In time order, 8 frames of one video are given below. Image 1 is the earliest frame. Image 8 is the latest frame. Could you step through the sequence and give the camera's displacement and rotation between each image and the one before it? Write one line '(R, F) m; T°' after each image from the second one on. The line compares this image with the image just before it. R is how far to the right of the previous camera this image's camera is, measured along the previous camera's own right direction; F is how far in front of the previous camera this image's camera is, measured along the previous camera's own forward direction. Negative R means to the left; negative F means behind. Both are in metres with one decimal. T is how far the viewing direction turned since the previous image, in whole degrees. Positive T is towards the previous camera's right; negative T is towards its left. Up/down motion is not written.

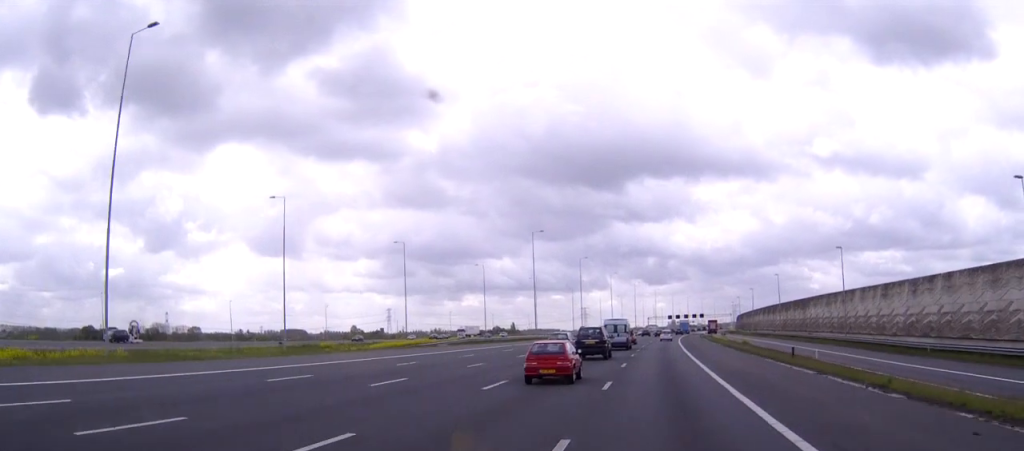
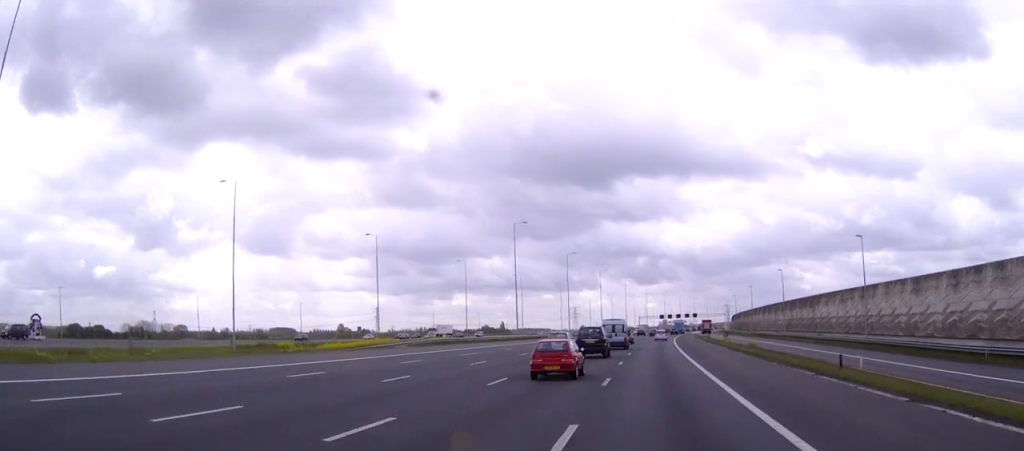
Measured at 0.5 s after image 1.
(0.0, +10.7) m; 0°
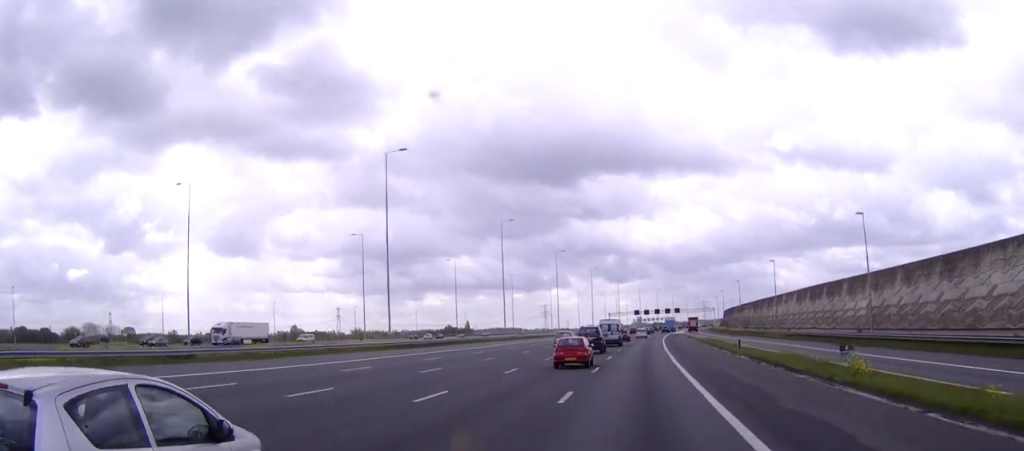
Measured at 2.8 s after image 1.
(+1.2, +52.9) m; +2°
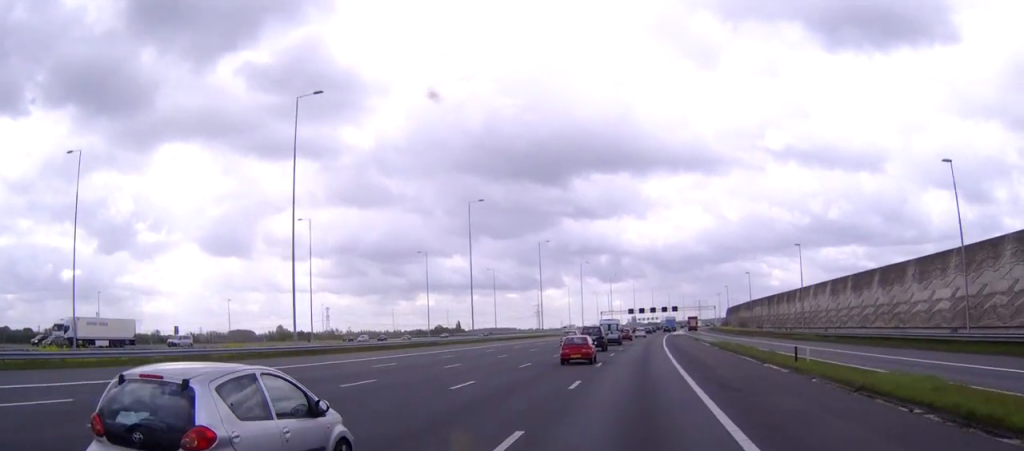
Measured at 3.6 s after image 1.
(+0.1, +19.9) m; 0°
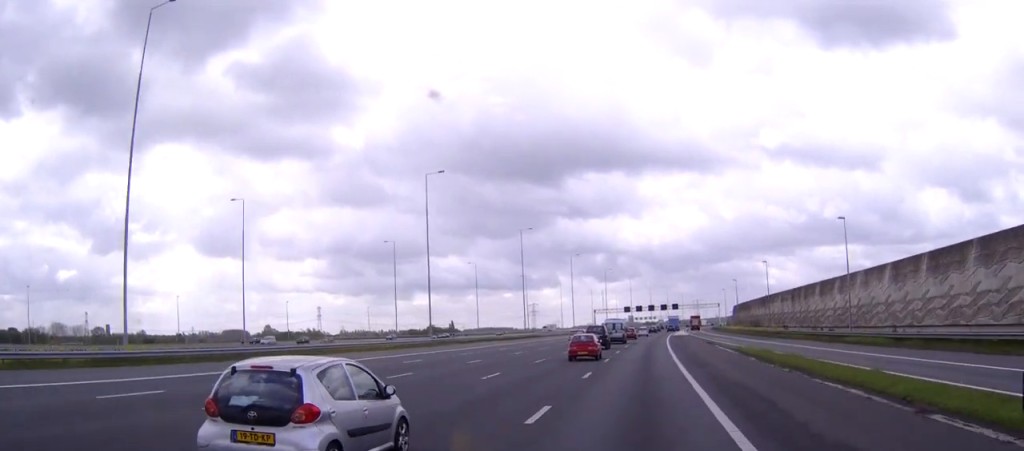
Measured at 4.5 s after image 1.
(0.0, +19.9) m; 0°
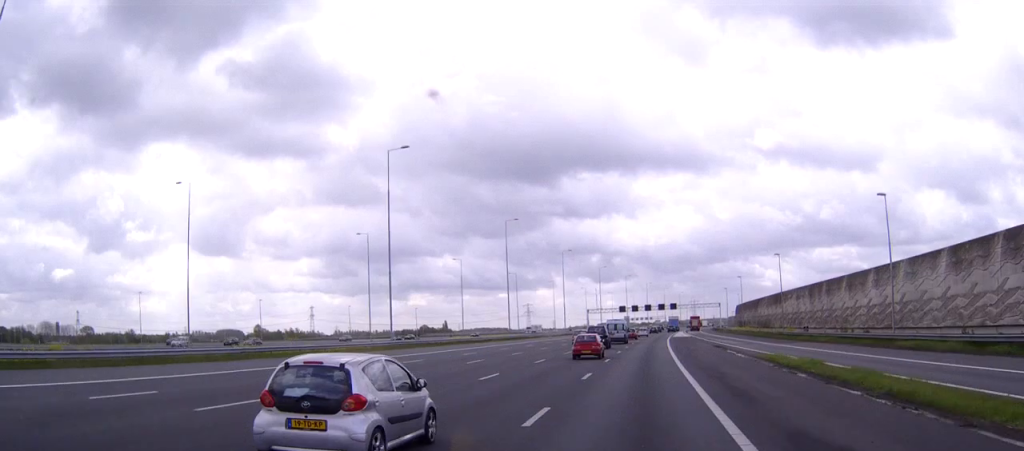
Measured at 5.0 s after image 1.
(+0.1, +12.3) m; 0°
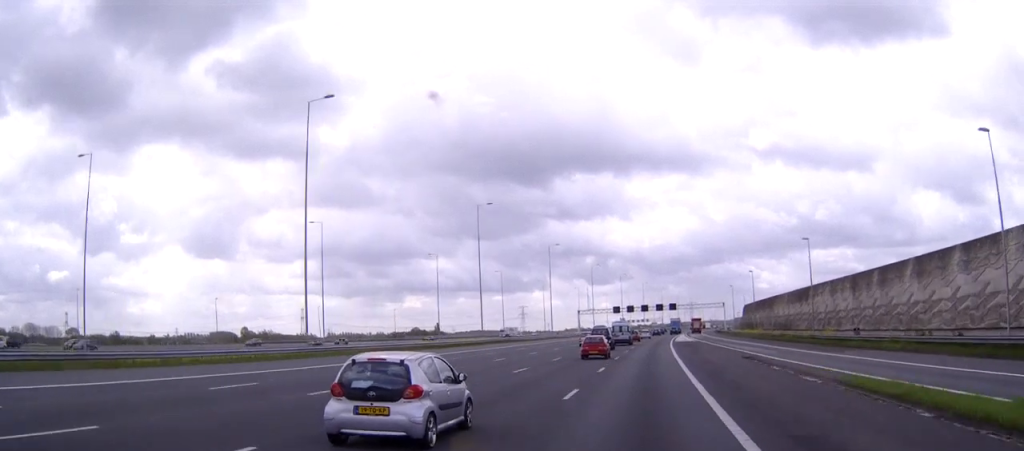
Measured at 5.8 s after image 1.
(+0.1, +18.4) m; 0°
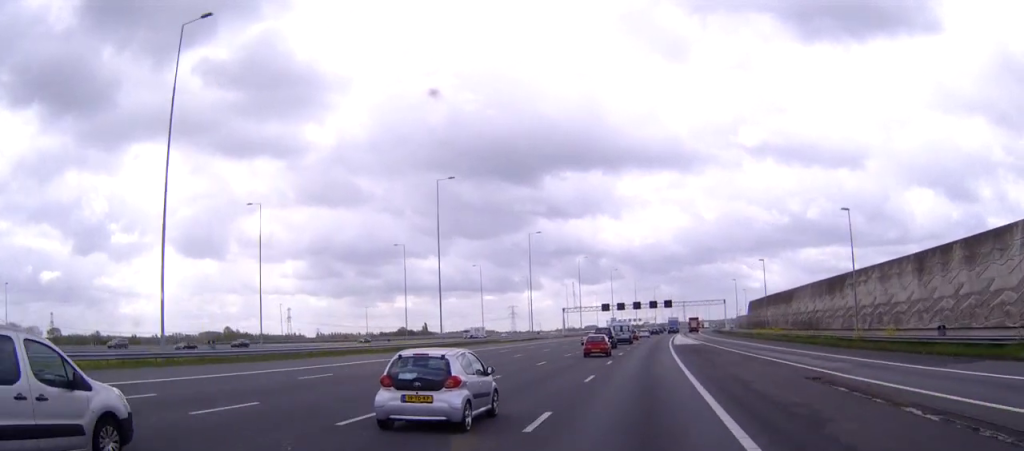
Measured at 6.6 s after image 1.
(0.0, +17.6) m; 0°
